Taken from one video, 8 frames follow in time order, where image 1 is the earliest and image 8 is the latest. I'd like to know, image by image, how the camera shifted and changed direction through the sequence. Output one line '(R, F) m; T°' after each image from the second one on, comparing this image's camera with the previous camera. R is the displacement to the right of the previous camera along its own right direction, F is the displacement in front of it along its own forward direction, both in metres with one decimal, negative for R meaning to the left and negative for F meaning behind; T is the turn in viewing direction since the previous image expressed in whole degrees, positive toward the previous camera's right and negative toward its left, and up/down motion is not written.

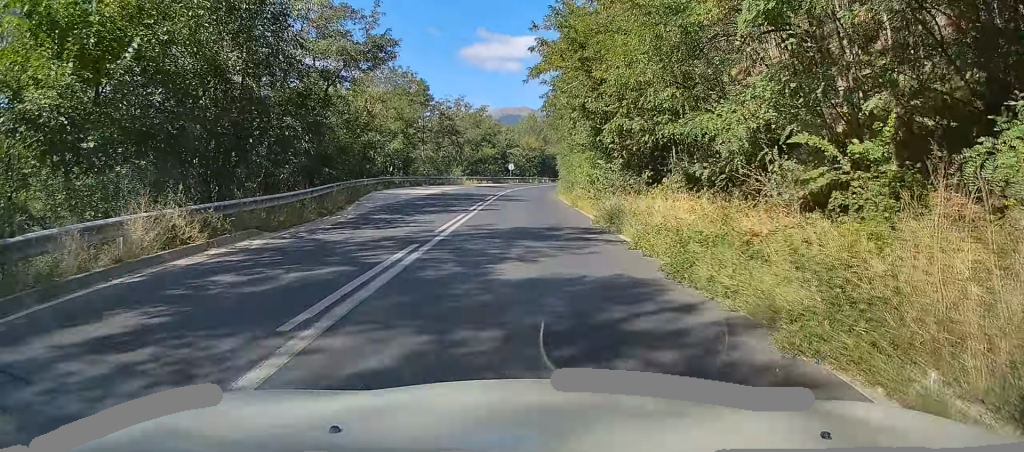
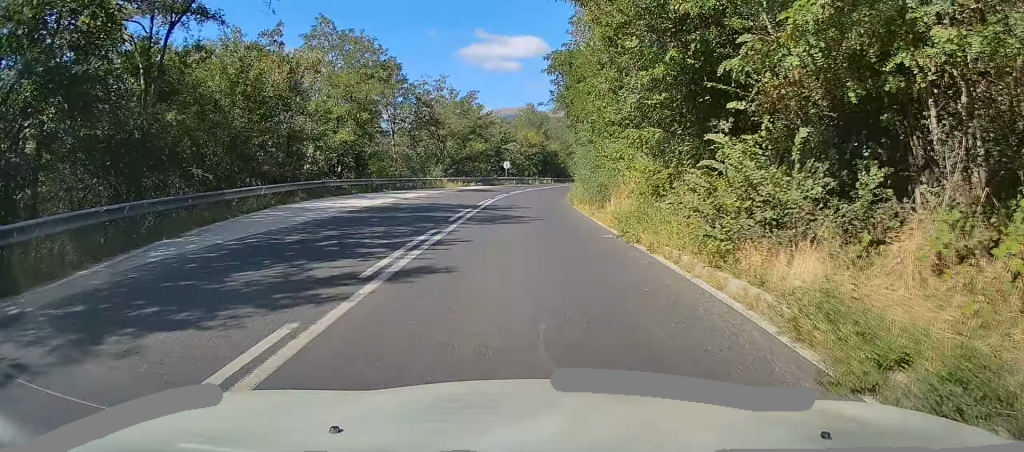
(-0.2, +14.4) m; 0°
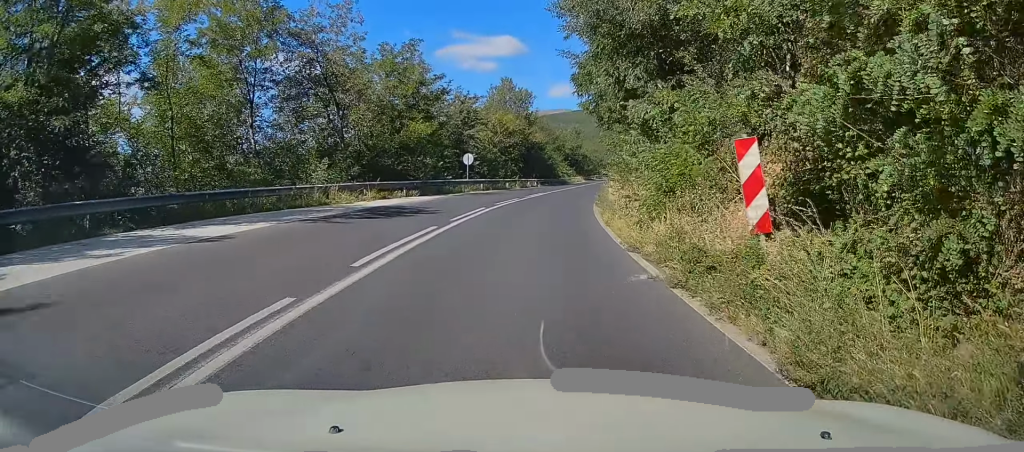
(+0.1, +25.4) m; +3°
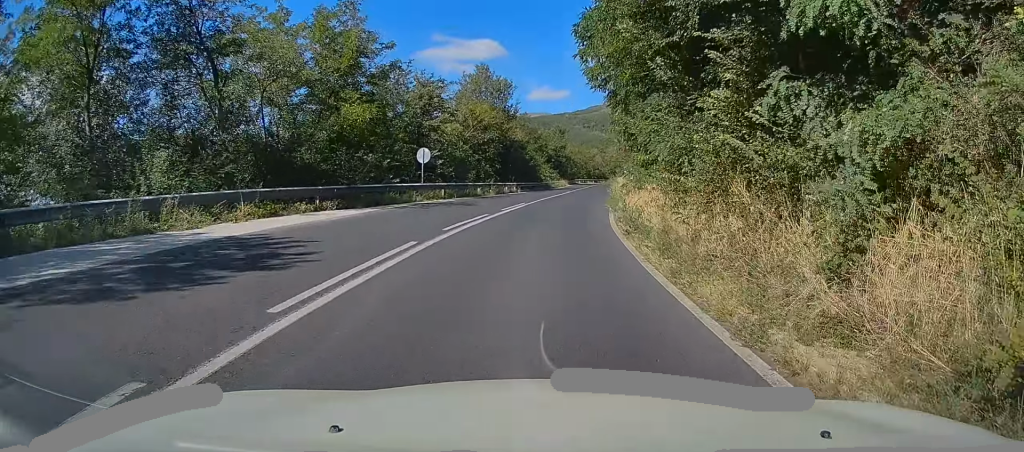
(+0.2, +10.9) m; +2°
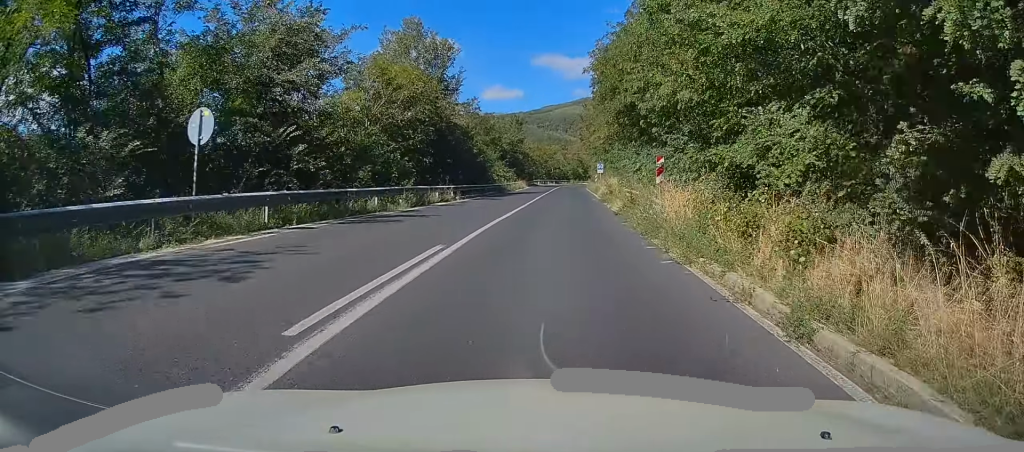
(+0.6, +18.3) m; +4°
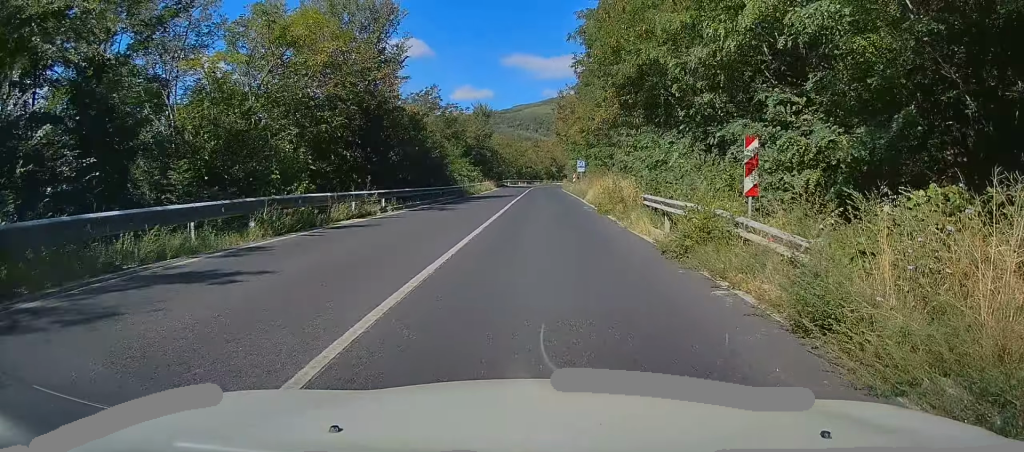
(+0.4, +11.1) m; +1°
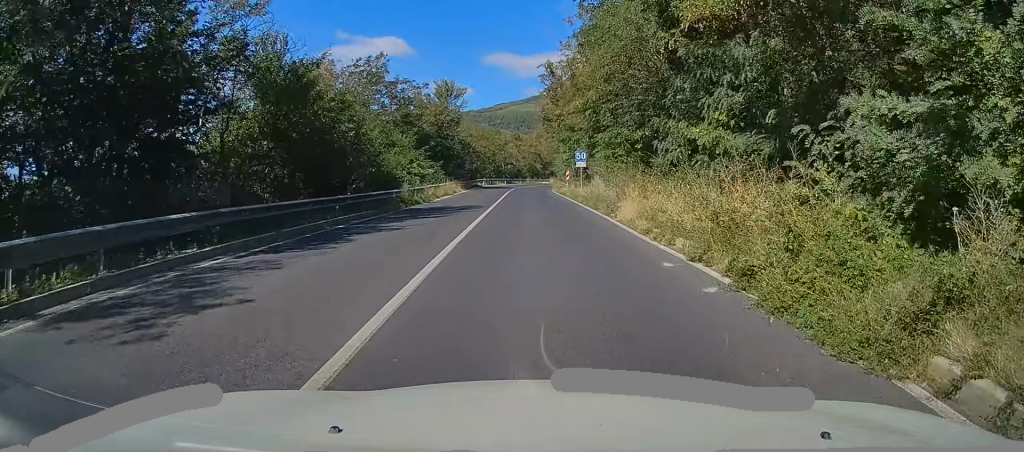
(+0.3, +18.5) m; +1°
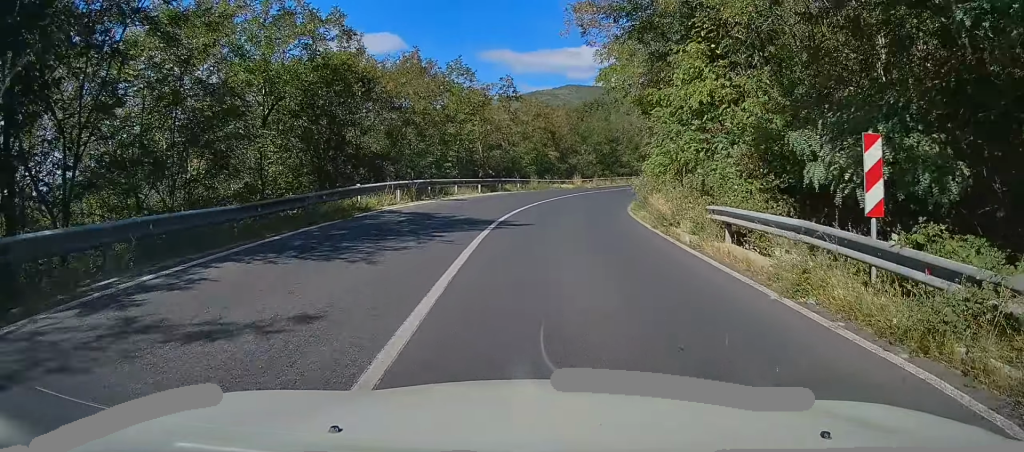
(+0.6, +52.2) m; +3°
